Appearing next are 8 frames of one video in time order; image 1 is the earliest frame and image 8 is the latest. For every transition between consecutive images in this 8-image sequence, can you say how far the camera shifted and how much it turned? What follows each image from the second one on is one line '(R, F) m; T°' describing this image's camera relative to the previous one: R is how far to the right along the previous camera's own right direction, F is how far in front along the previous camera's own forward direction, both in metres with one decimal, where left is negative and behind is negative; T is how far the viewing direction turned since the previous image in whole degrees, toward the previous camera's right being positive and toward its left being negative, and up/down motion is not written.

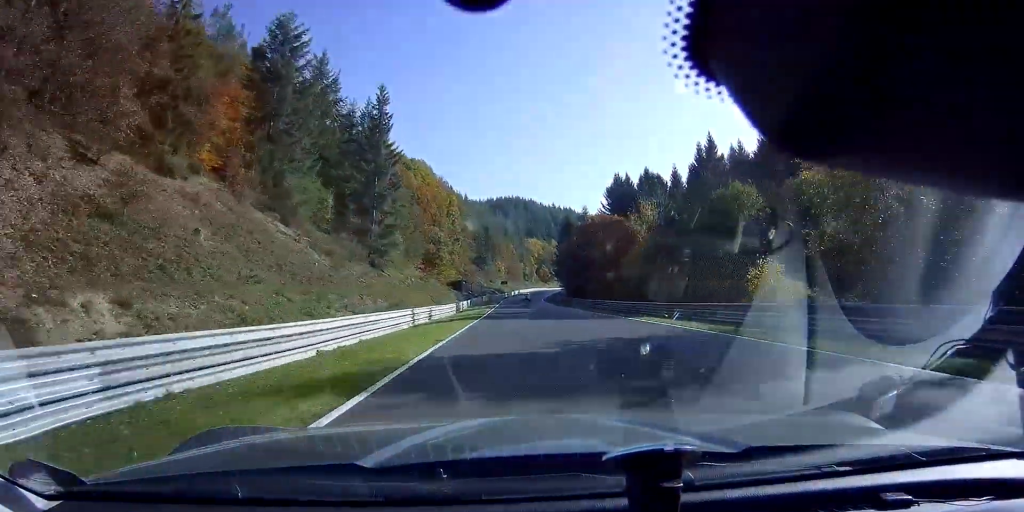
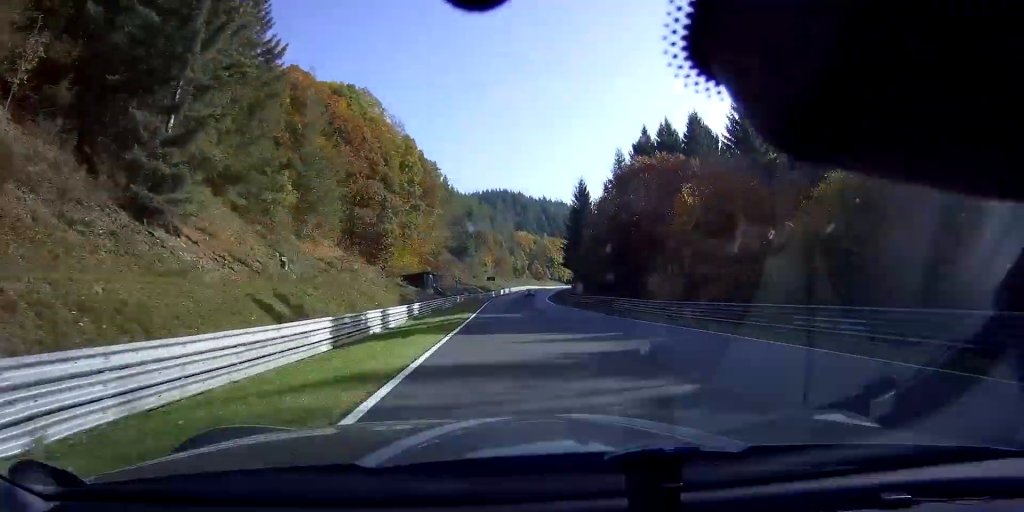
(-0.2, +35.8) m; +2°
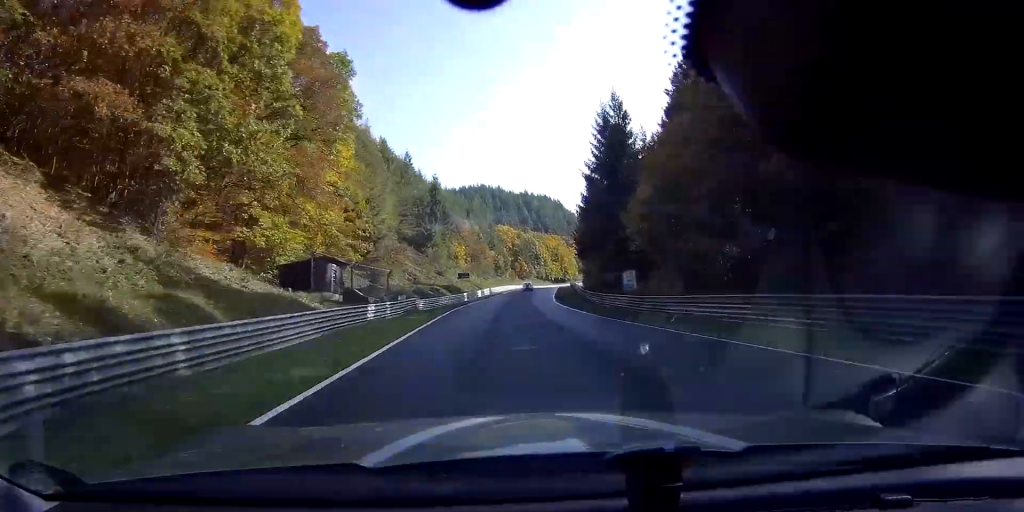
(+1.4, +35.9) m; +3°
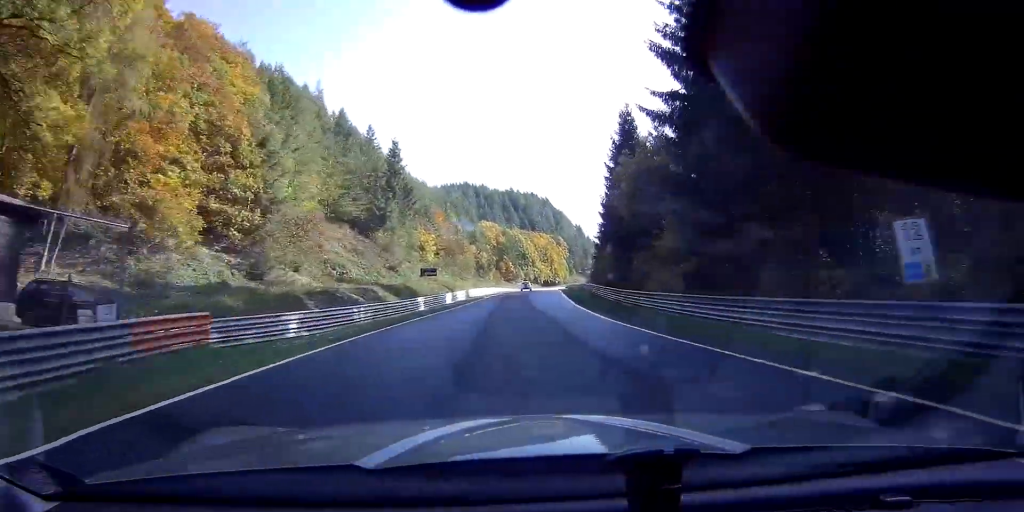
(+0.4, +27.4) m; +2°
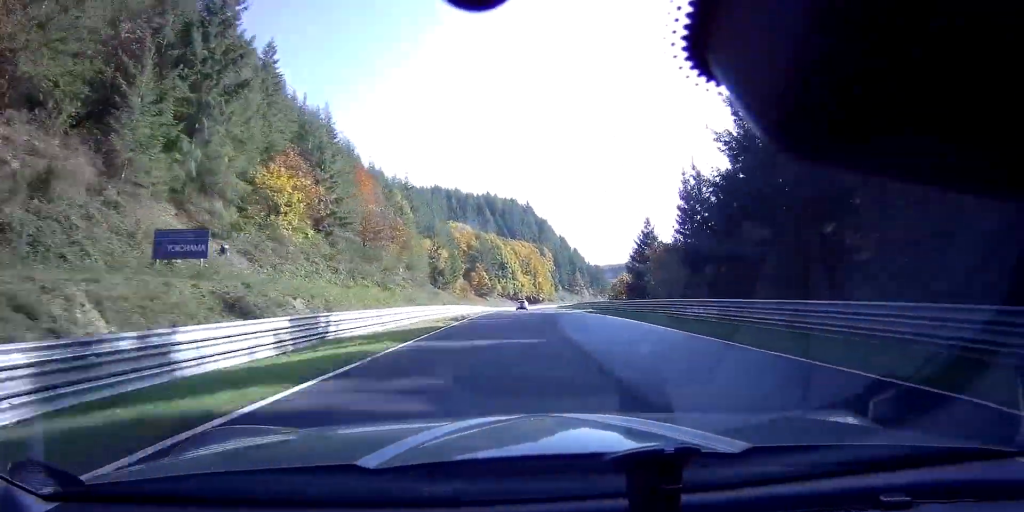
(+1.0, +47.6) m; +3°
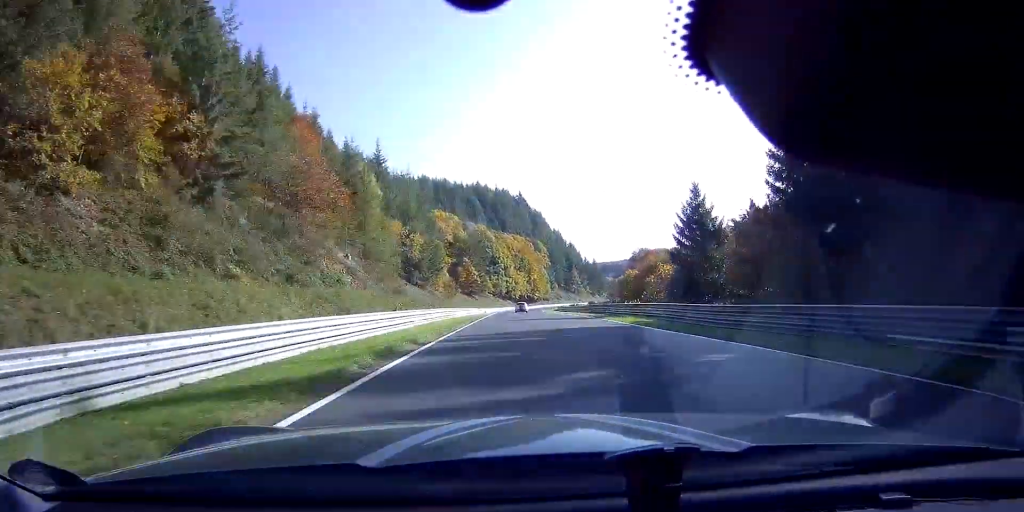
(+0.2, +18.7) m; +1°
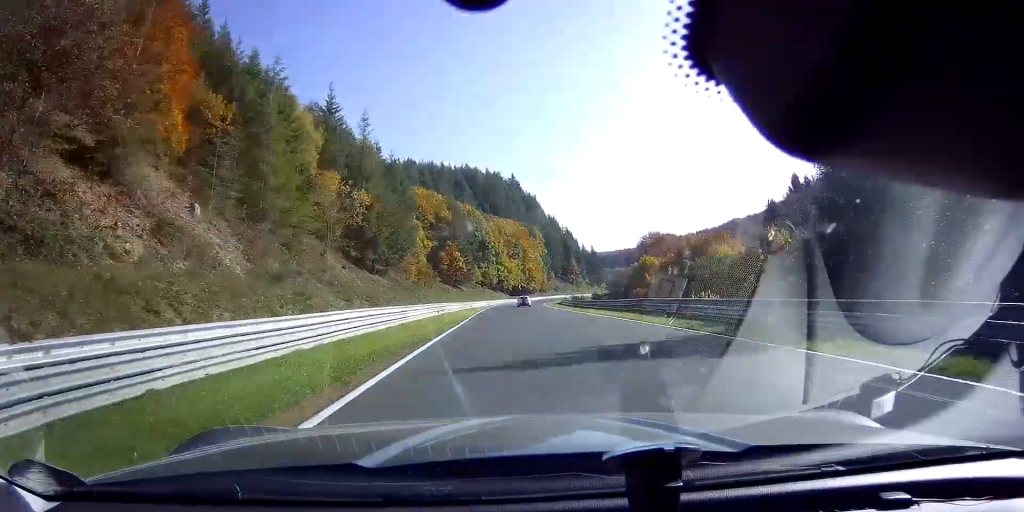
(+0.3, +23.0) m; +1°
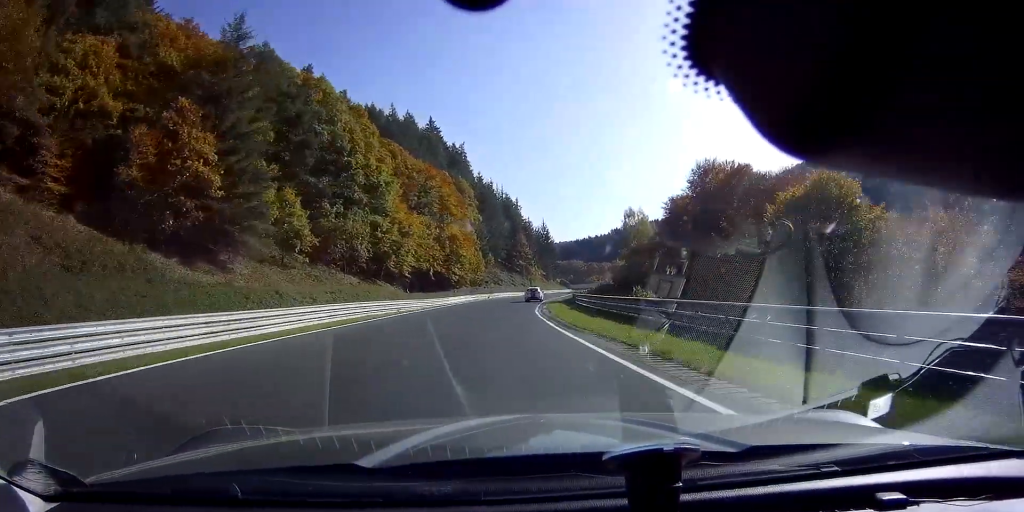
(+5.4, +85.0) m; +9°
